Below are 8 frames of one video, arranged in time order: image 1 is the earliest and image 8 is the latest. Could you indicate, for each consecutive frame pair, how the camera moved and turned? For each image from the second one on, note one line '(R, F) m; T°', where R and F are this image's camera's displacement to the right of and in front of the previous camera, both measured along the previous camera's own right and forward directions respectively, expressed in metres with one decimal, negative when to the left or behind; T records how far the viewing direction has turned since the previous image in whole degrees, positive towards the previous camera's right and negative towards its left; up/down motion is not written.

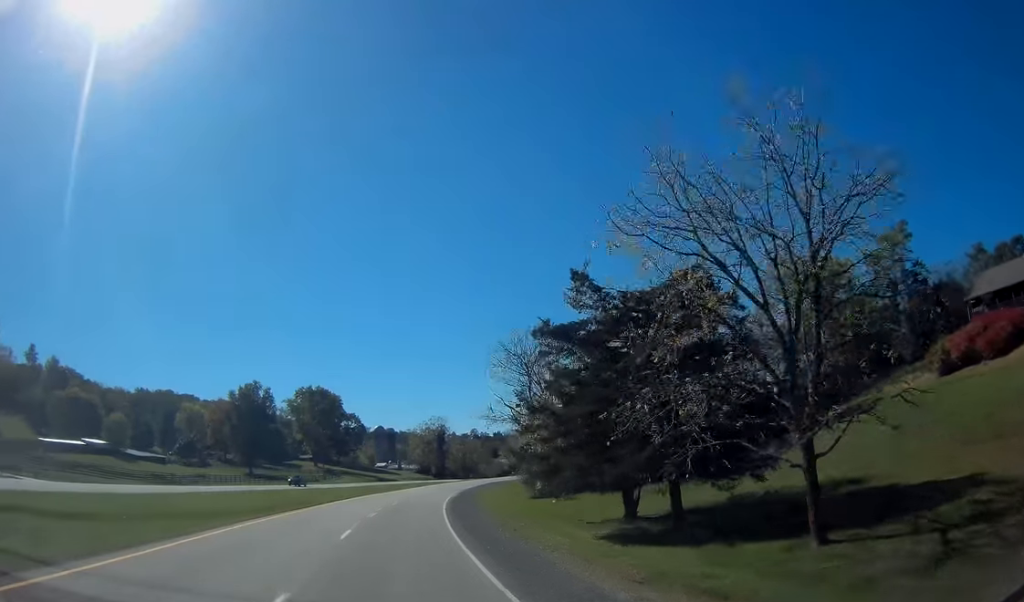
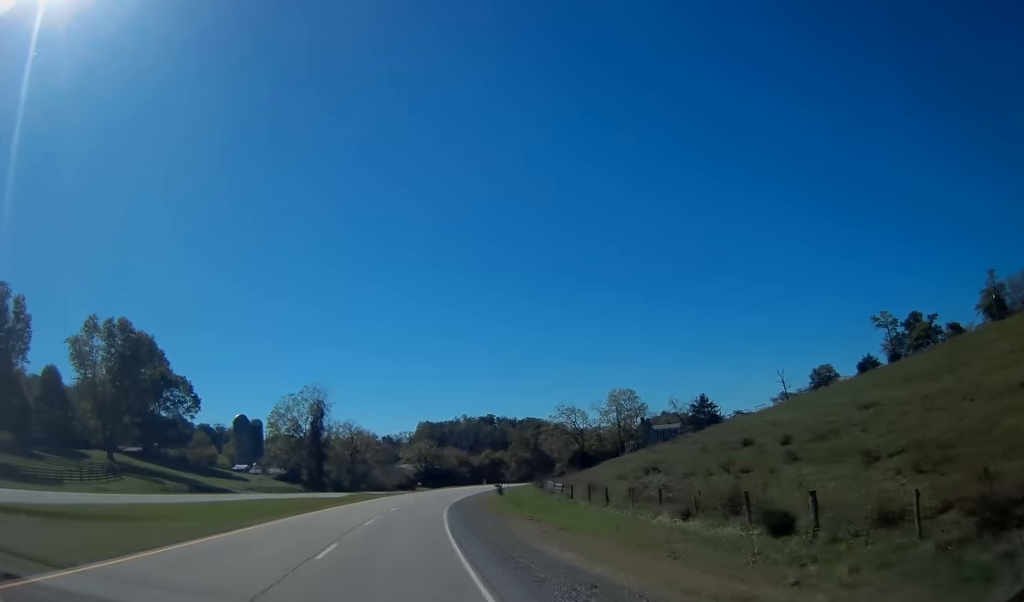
(+9.0, +88.9) m; +11°
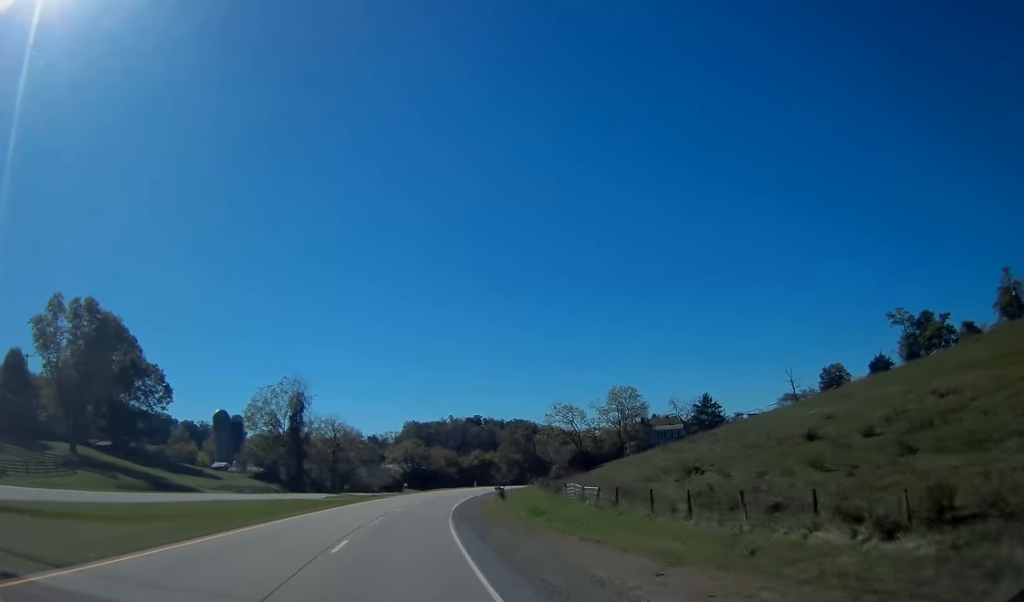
(+0.1, +10.9) m; +1°
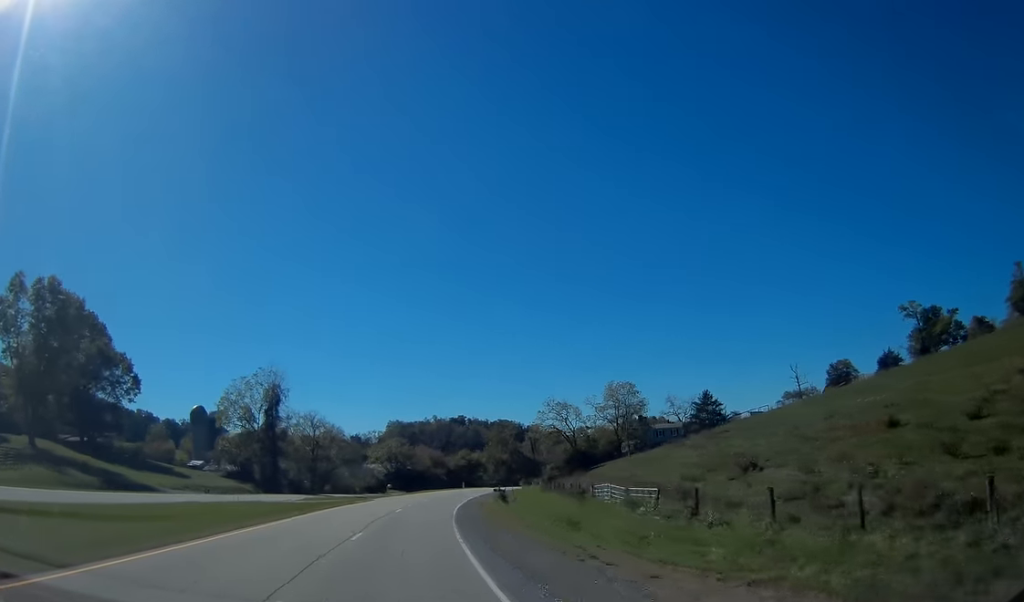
(+0.1, +10.0) m; +1°
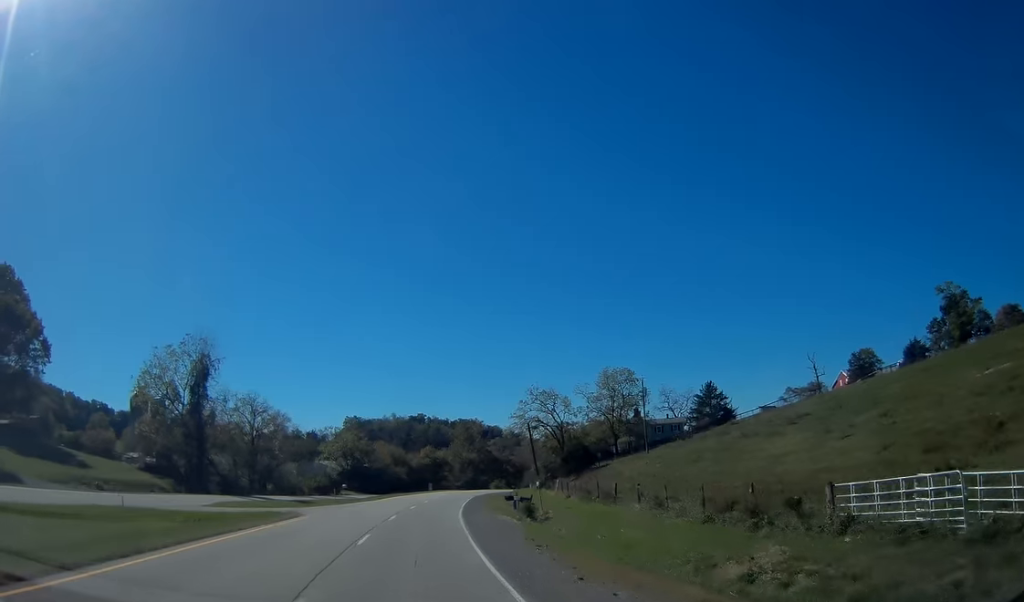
(+0.5, +24.3) m; +3°
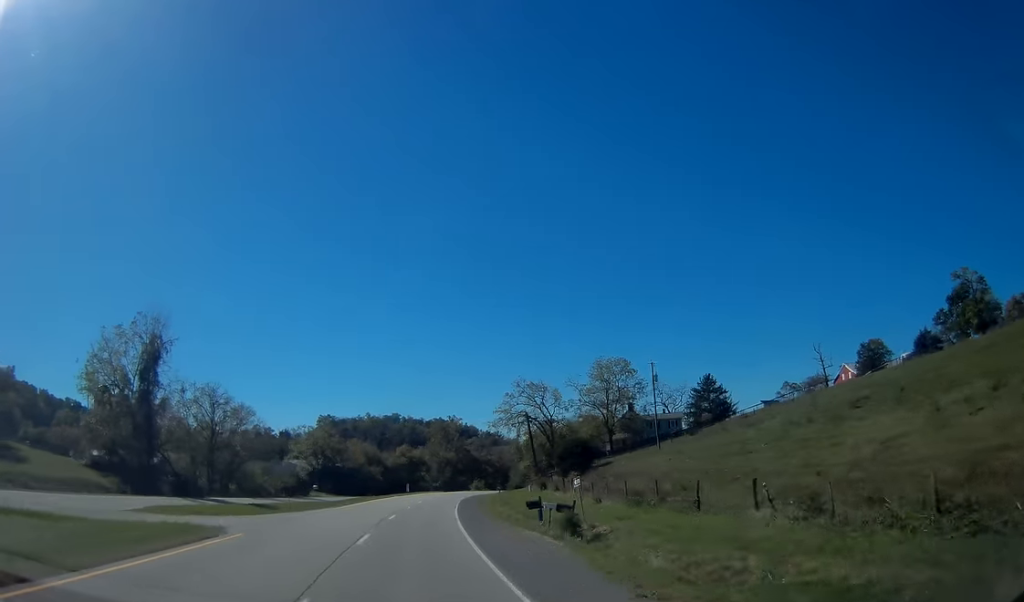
(+0.1, +11.8) m; +2°
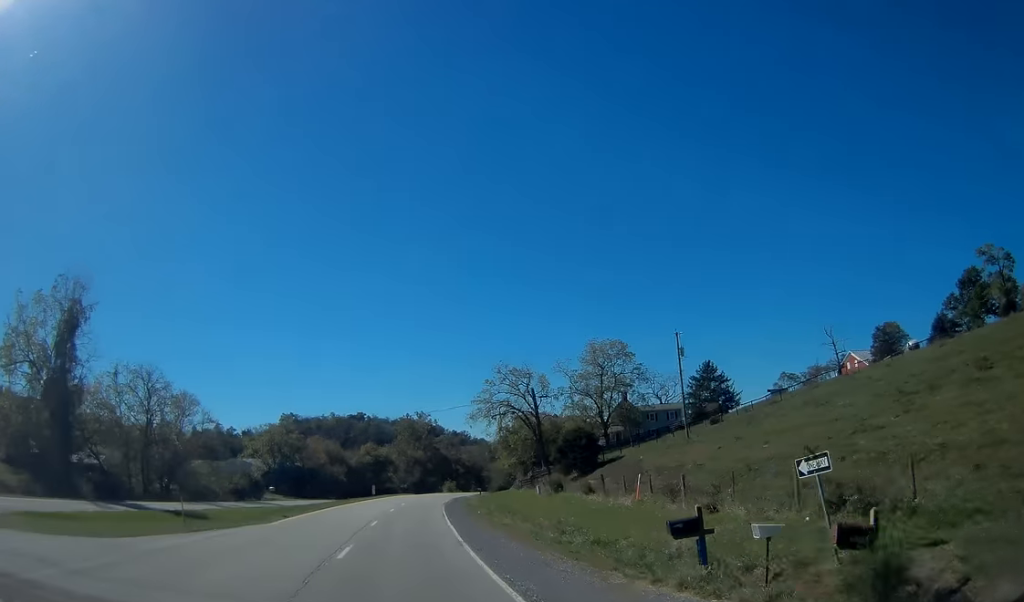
(+0.3, +16.2) m; +3°
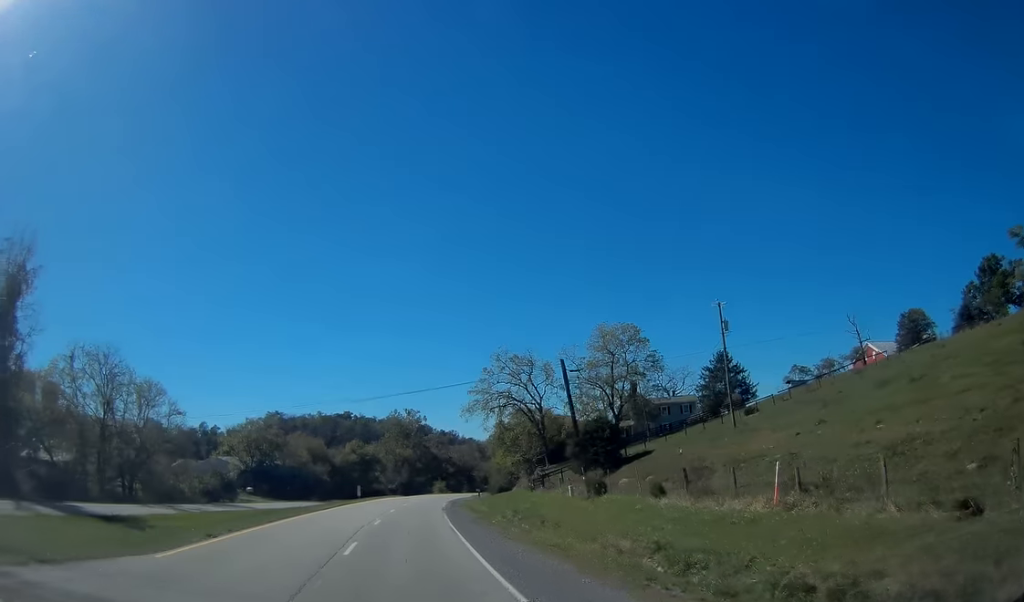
(+0.1, +11.1) m; +2°
